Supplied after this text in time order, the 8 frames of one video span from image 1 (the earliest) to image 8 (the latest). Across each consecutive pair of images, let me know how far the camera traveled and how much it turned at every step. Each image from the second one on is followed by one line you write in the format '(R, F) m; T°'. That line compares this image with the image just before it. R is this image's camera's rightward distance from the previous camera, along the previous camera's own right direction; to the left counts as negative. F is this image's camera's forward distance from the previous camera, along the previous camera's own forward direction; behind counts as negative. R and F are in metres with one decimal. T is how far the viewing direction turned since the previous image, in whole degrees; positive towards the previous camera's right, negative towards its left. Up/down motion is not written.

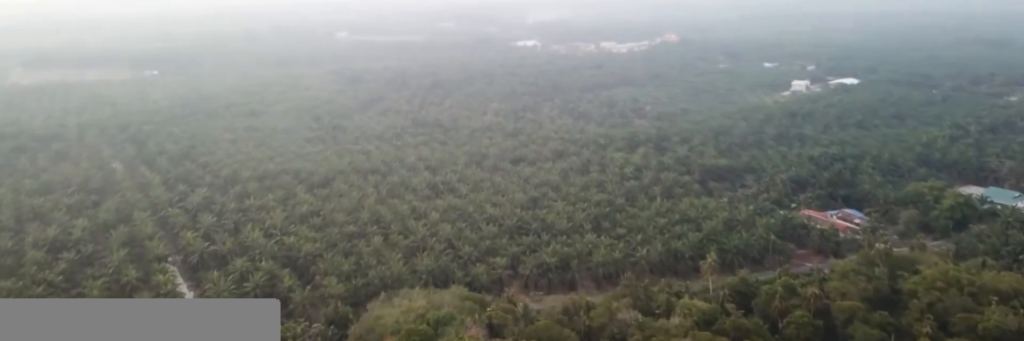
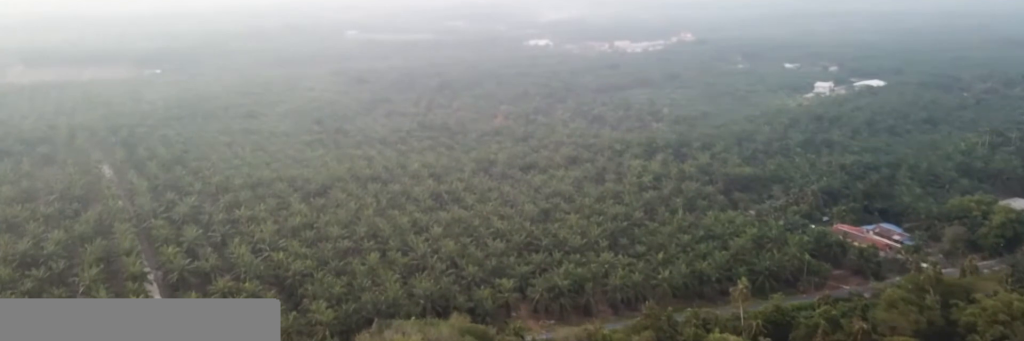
(0.0, +23.6) m; 0°
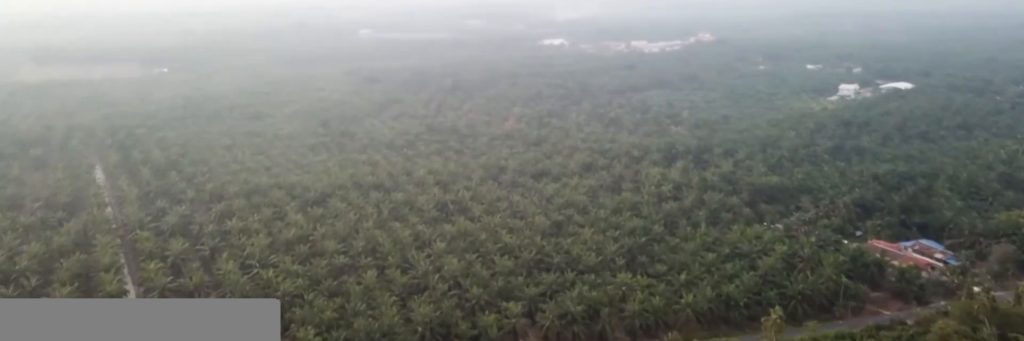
(0.0, +20.0) m; 0°
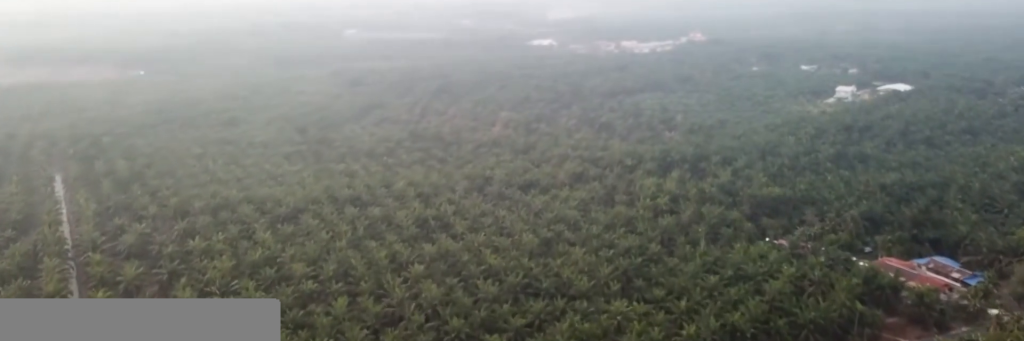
(0.0, +20.5) m; 0°
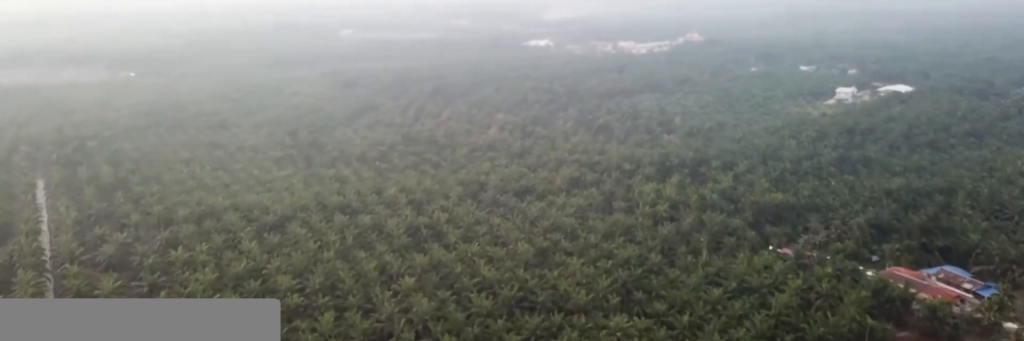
(-0.1, +9.5) m; 0°
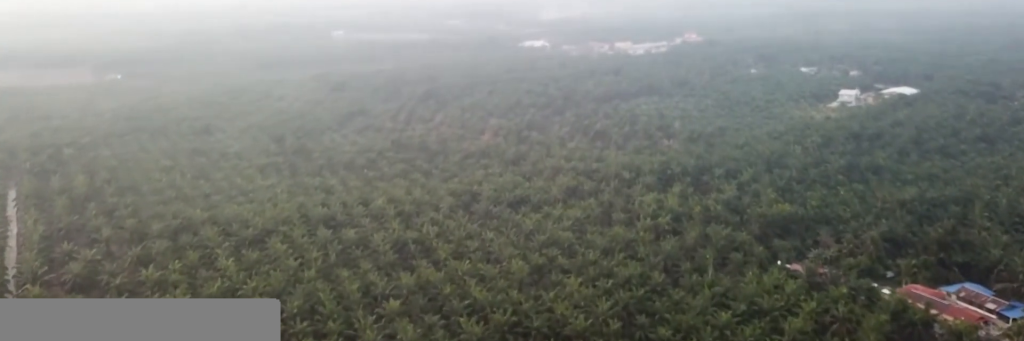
(0.0, +16.0) m; 0°
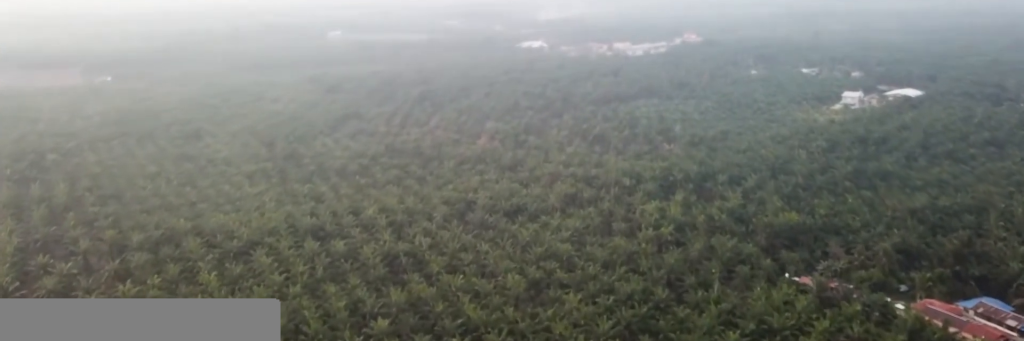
(0.0, +11.0) m; 0°
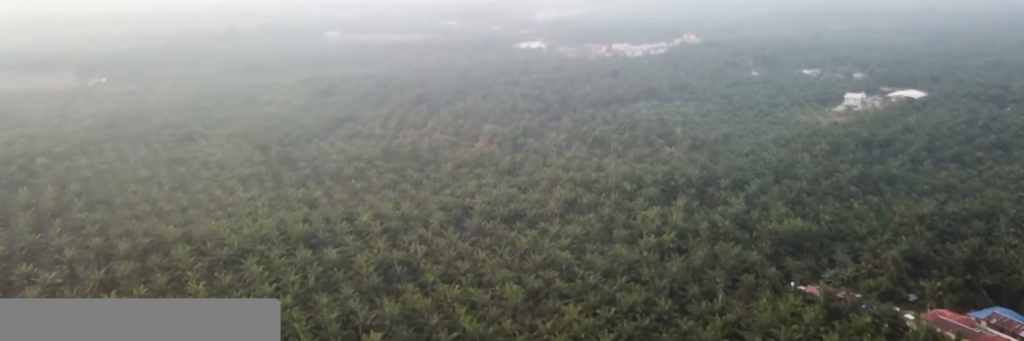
(0.0, +7.5) m; 0°
